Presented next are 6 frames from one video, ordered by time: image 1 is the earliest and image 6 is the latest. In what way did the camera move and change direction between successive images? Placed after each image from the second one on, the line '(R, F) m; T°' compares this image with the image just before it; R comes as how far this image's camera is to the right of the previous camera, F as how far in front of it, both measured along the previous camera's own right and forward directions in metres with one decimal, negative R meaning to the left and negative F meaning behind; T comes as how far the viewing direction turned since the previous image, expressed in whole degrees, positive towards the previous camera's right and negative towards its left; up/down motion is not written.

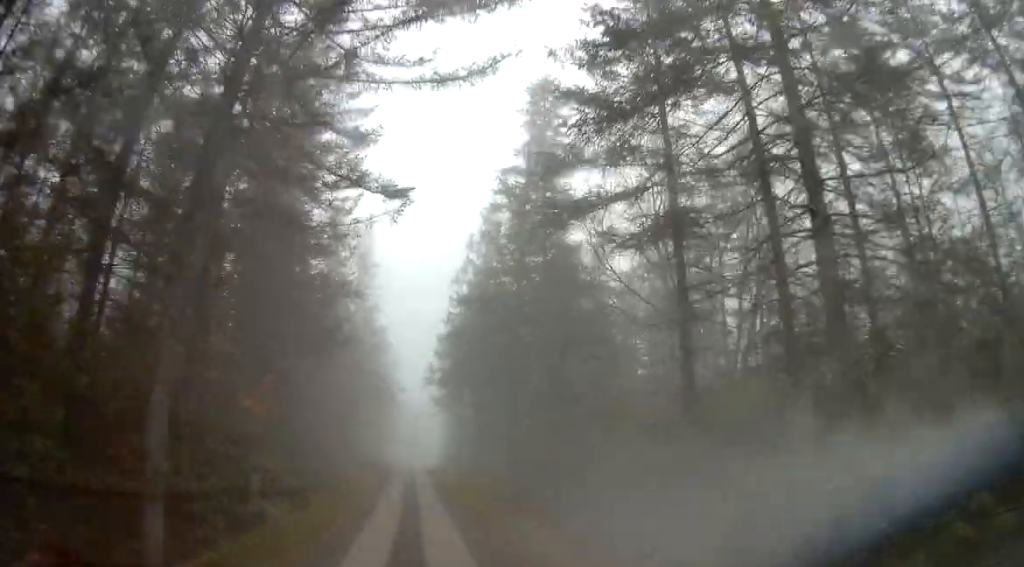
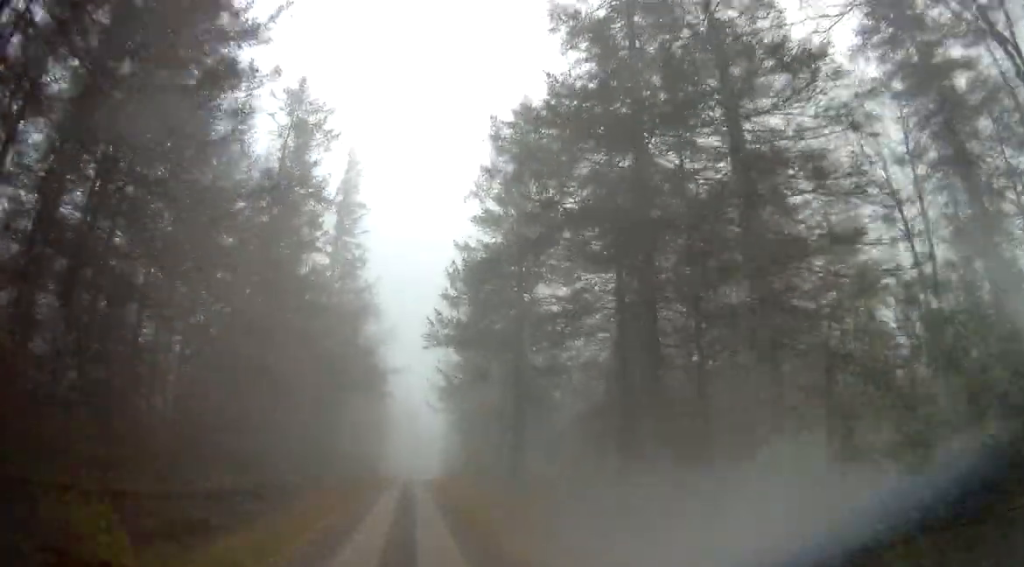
(-0.2, +14.6) m; -3°
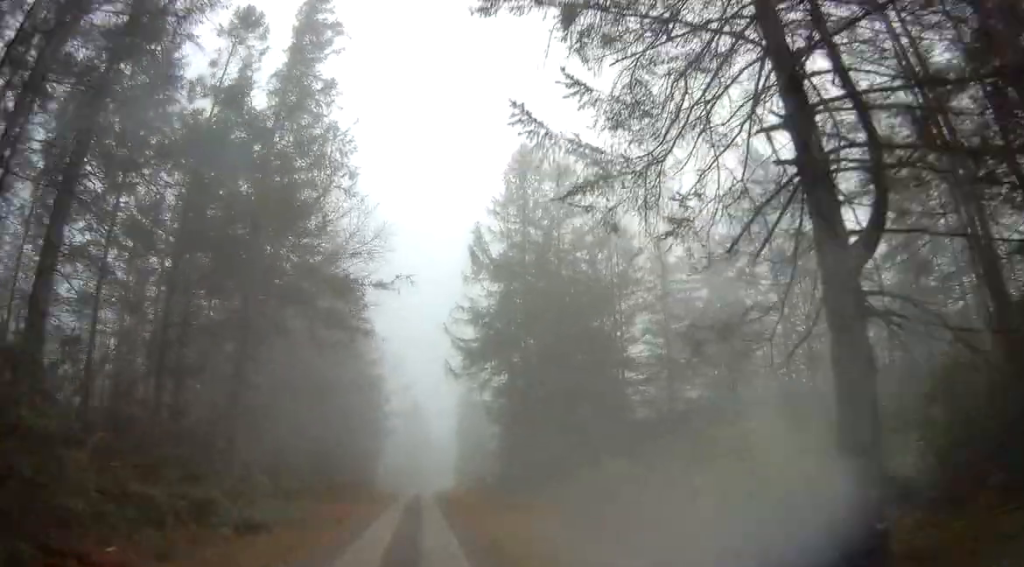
(0.0, +18.0) m; 0°
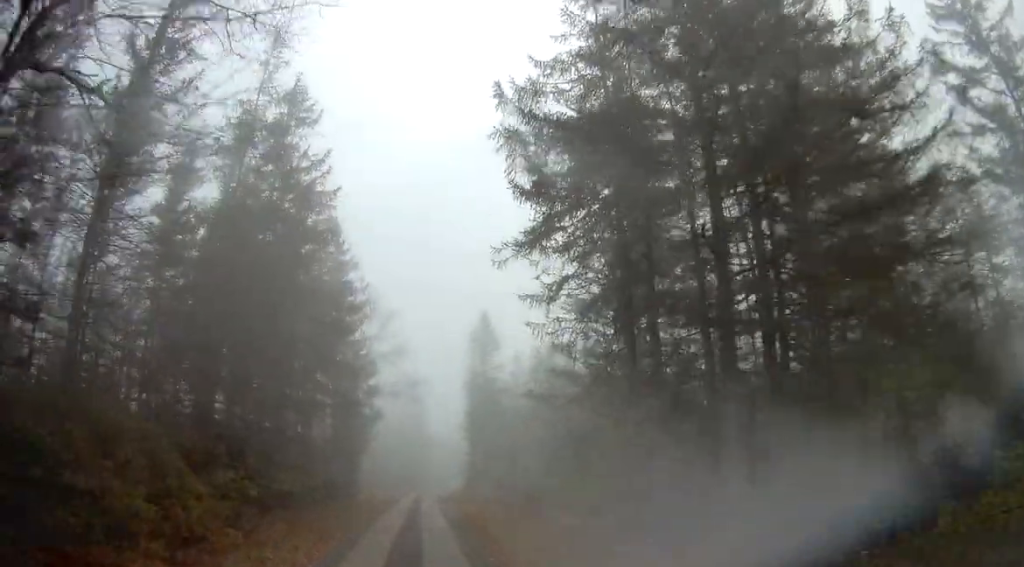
(-0.1, +16.8) m; -1°
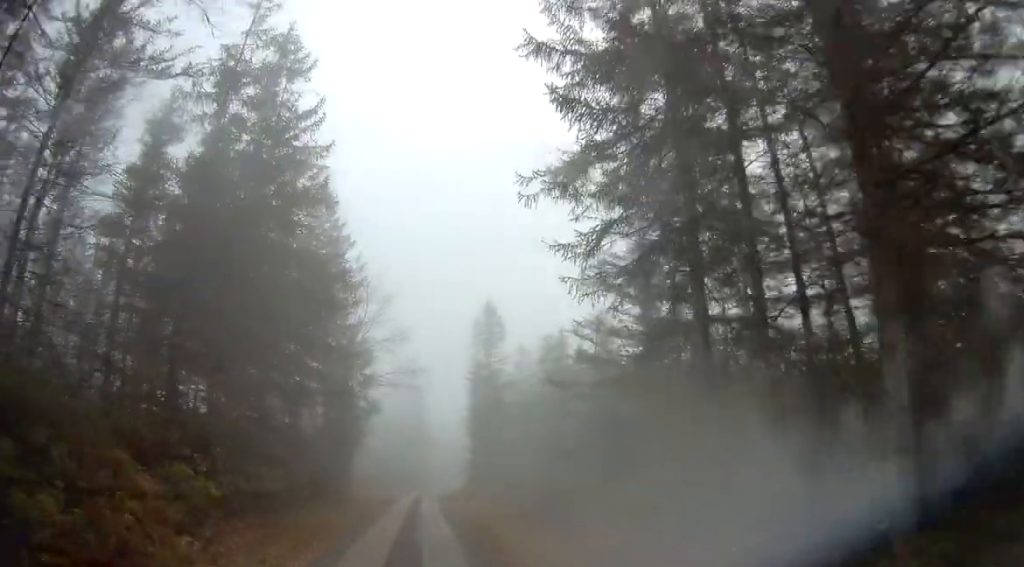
(-0.1, +3.4) m; 0°
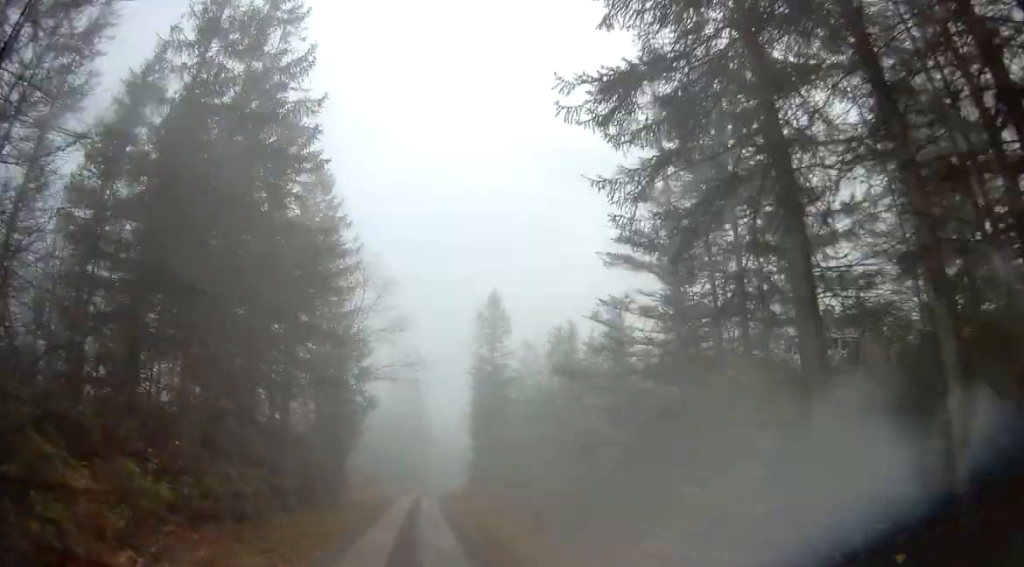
(+0.1, +2.9) m; +1°
